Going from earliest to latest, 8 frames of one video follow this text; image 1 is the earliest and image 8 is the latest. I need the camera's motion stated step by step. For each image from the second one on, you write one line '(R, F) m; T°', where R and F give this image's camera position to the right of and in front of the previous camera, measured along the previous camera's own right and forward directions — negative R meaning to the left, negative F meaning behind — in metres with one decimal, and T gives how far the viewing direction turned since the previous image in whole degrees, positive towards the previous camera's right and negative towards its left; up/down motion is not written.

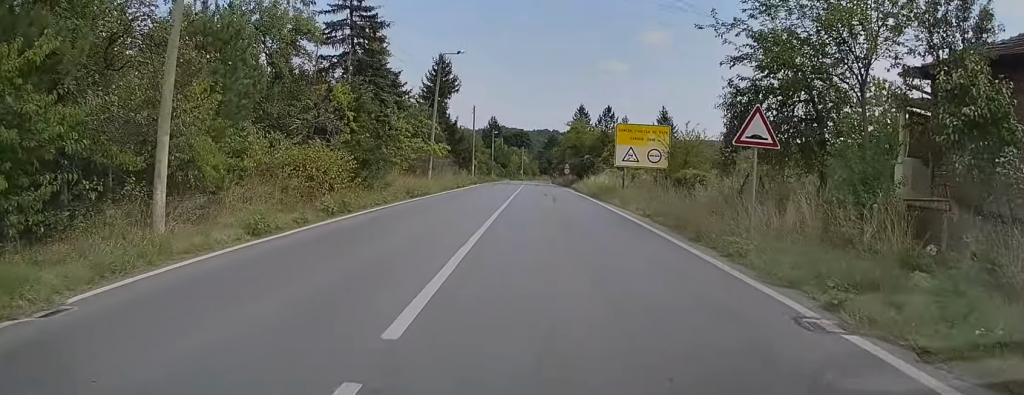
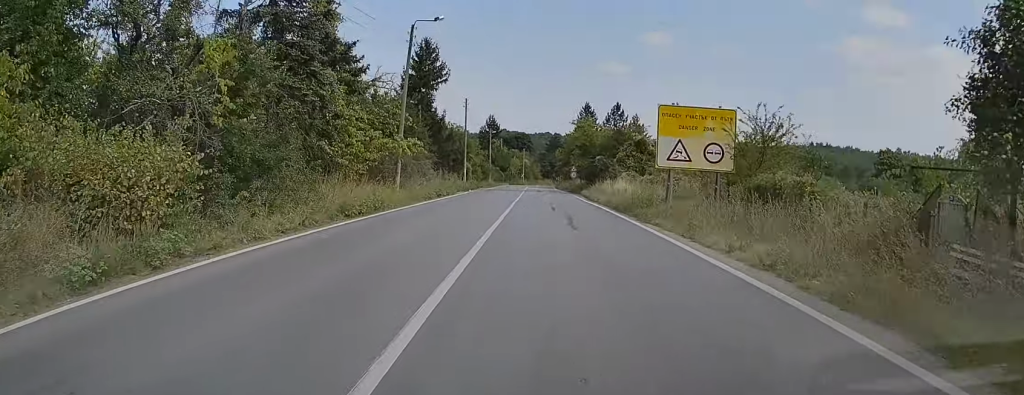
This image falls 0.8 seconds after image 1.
(0.0, +10.9) m; 0°
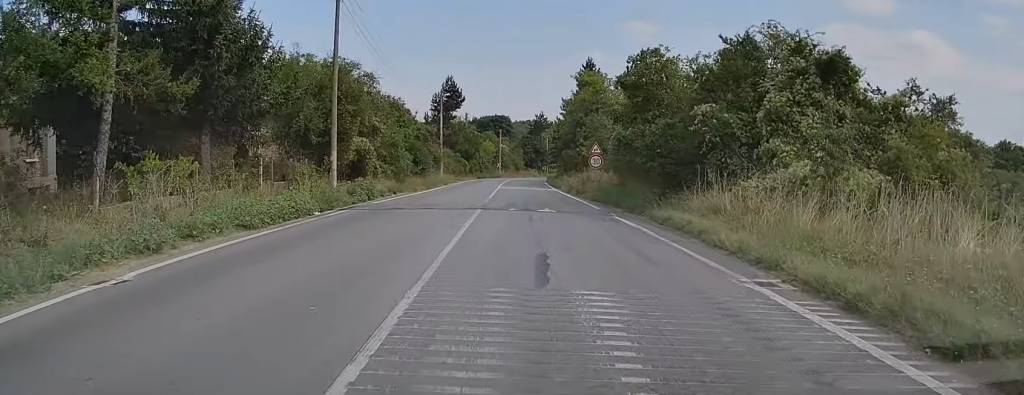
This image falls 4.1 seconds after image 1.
(+0.4, +39.5) m; +1°
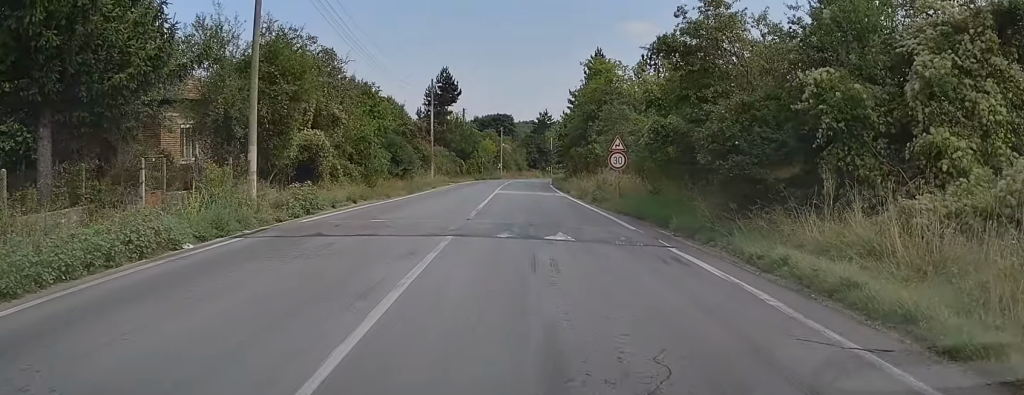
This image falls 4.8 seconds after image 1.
(0.0, +7.7) m; 0°
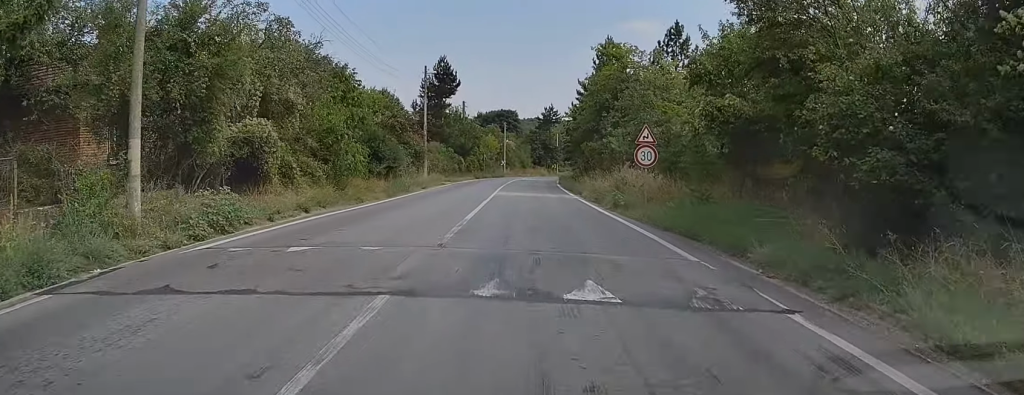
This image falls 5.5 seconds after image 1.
(-0.2, +5.9) m; 0°
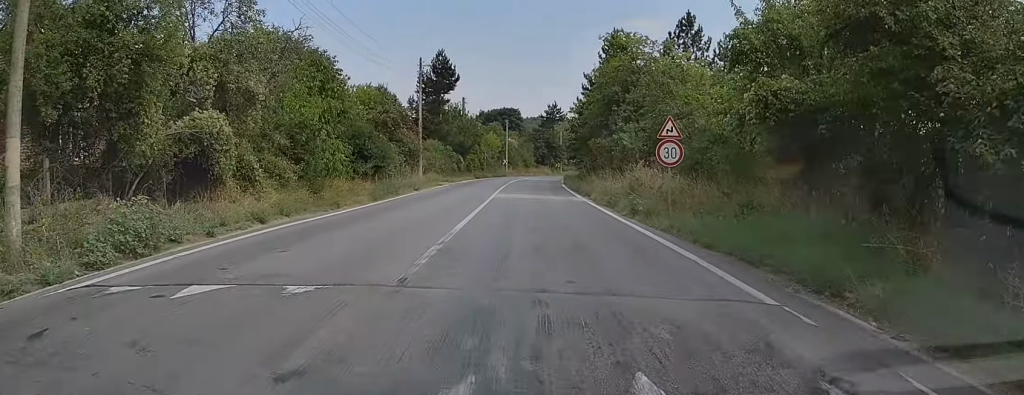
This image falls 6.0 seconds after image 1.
(+0.1, +3.3) m; 0°
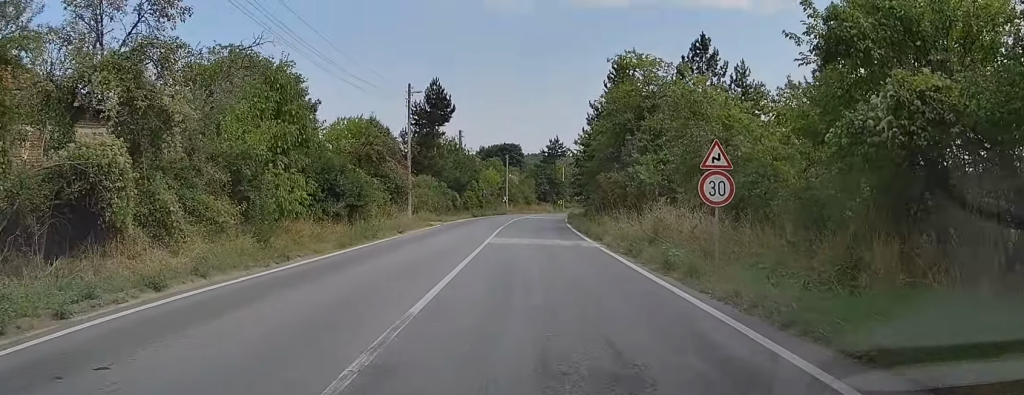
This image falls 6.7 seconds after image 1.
(0.0, +5.1) m; -1°
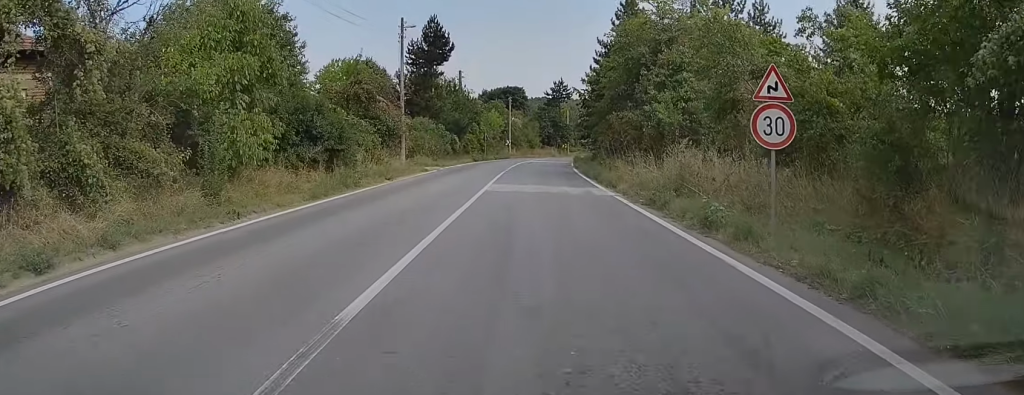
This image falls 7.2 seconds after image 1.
(-0.1, +3.1) m; -1°
